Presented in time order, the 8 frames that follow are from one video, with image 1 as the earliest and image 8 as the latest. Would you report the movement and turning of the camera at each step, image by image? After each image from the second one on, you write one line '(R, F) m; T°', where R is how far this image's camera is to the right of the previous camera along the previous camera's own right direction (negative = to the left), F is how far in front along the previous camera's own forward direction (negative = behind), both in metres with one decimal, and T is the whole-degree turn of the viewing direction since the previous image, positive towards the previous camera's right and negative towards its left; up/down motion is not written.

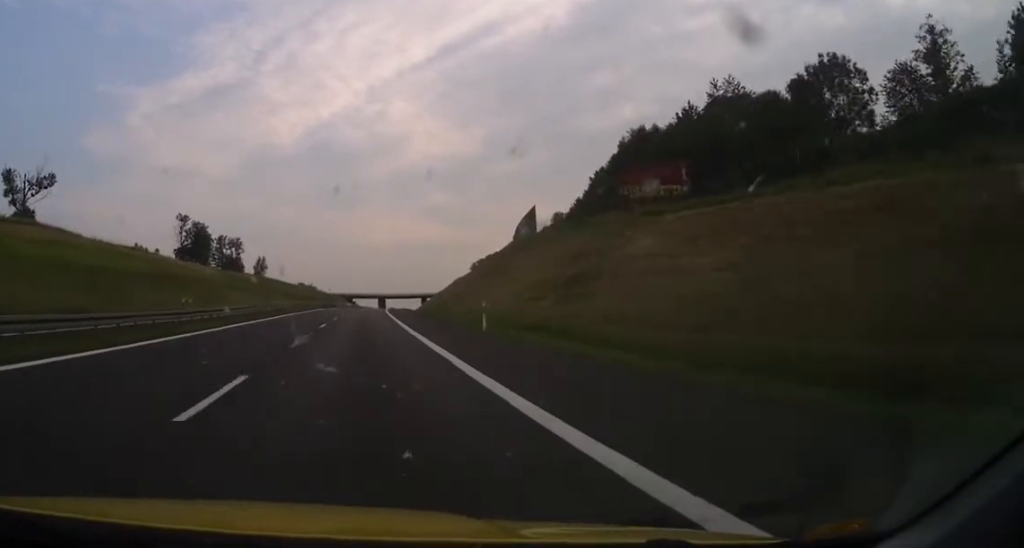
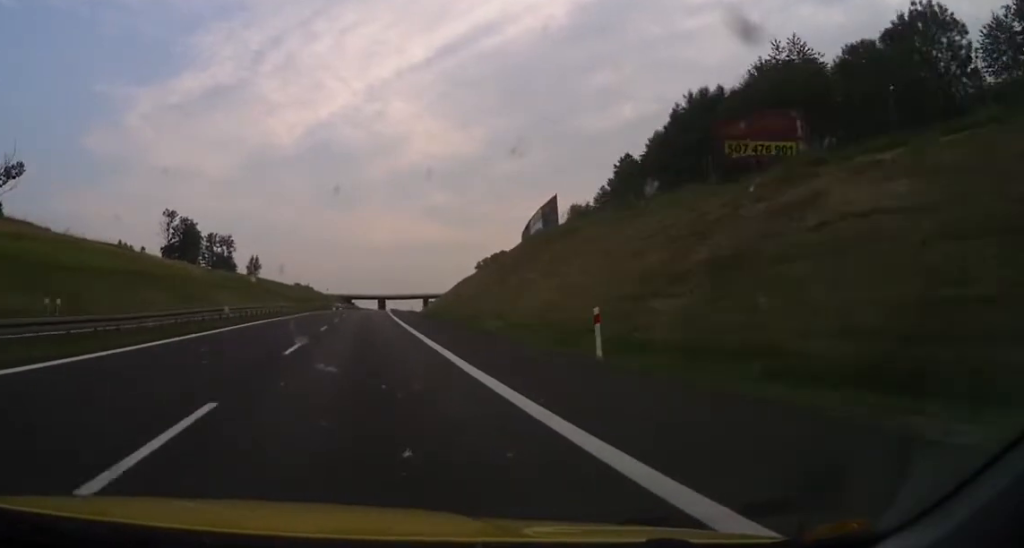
(-0.1, +14.5) m; 0°
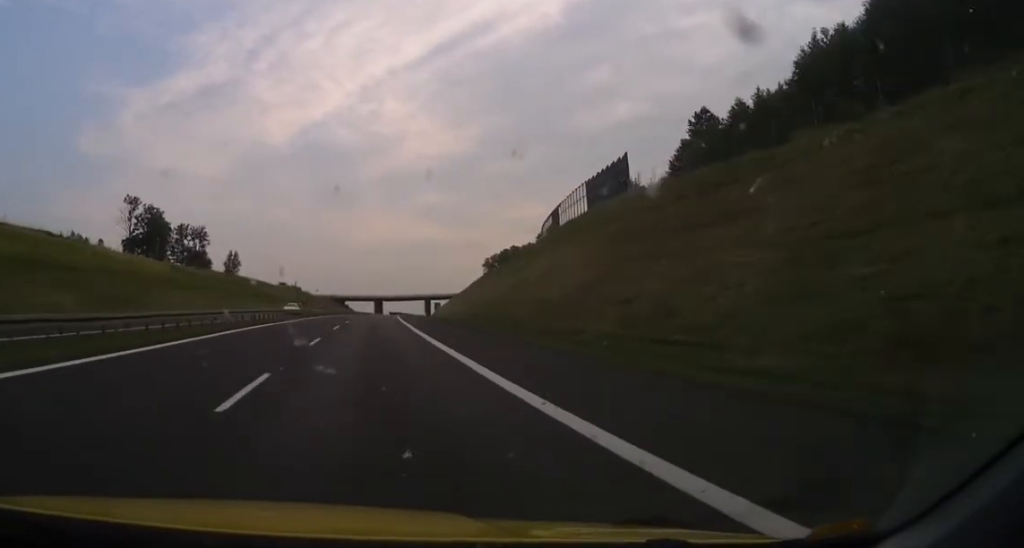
(-0.2, +32.1) m; 0°
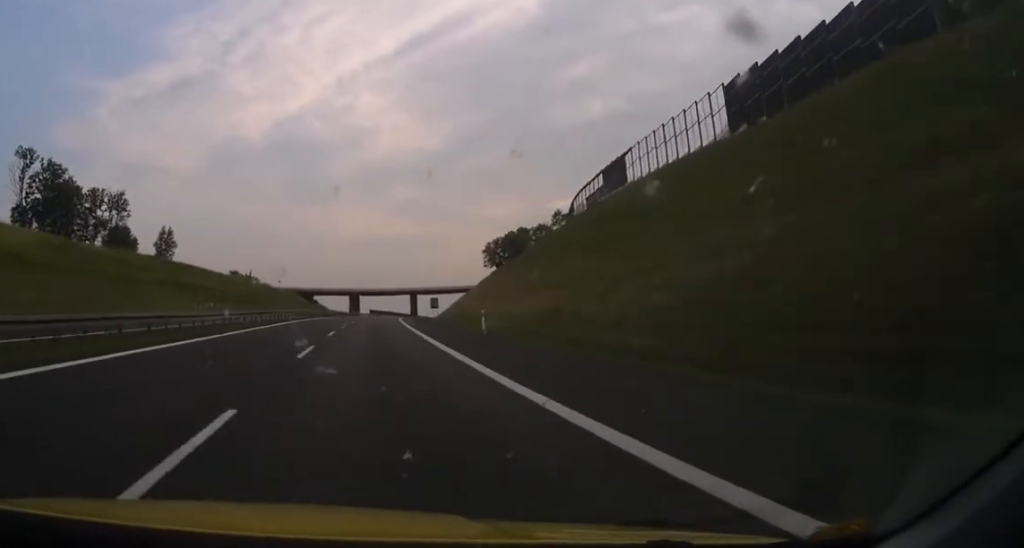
(-0.4, +51.5) m; 0°
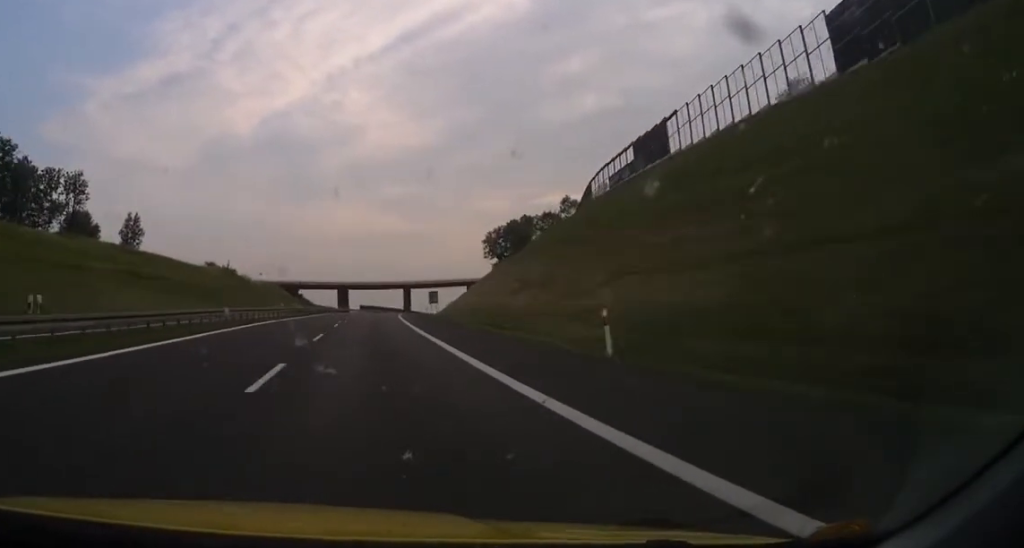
(+0.3, +18.4) m; +1°
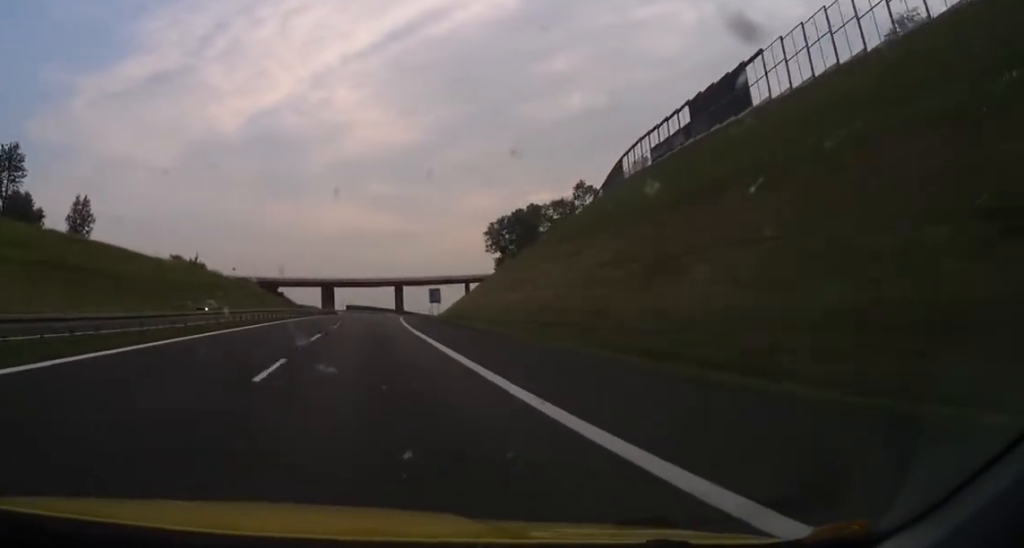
(+0.2, +22.7) m; +1°
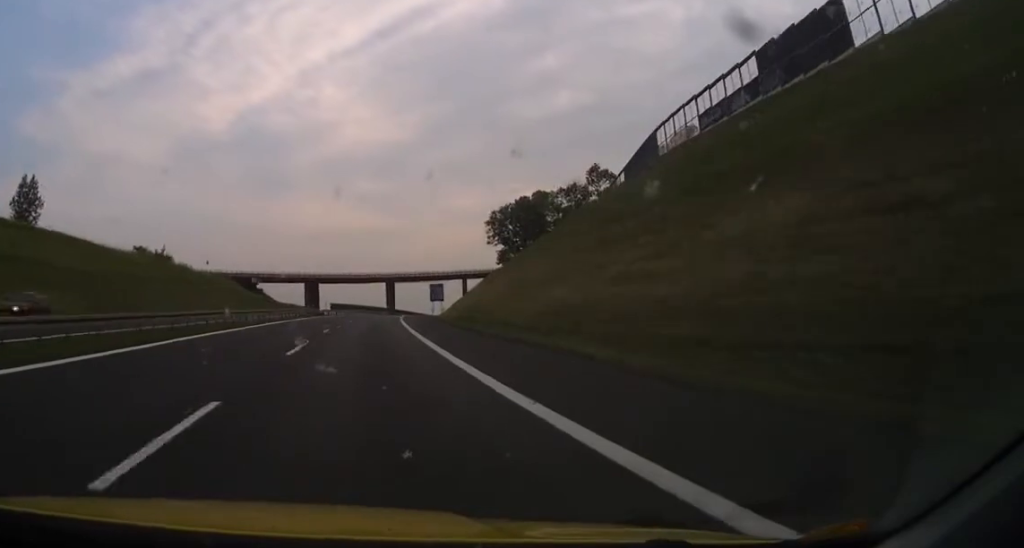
(+0.2, +18.2) m; 0°
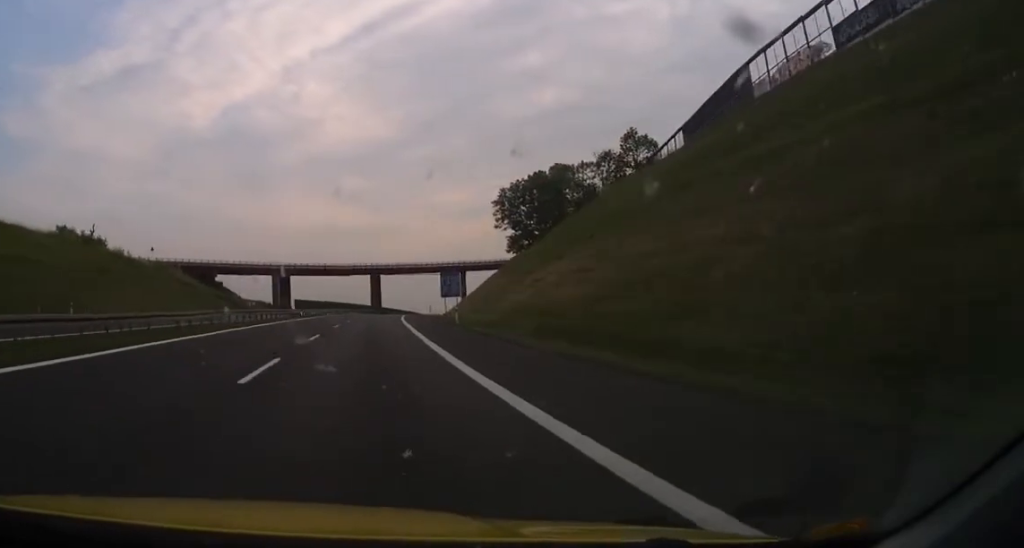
(+0.1, +29.7) m; 0°
